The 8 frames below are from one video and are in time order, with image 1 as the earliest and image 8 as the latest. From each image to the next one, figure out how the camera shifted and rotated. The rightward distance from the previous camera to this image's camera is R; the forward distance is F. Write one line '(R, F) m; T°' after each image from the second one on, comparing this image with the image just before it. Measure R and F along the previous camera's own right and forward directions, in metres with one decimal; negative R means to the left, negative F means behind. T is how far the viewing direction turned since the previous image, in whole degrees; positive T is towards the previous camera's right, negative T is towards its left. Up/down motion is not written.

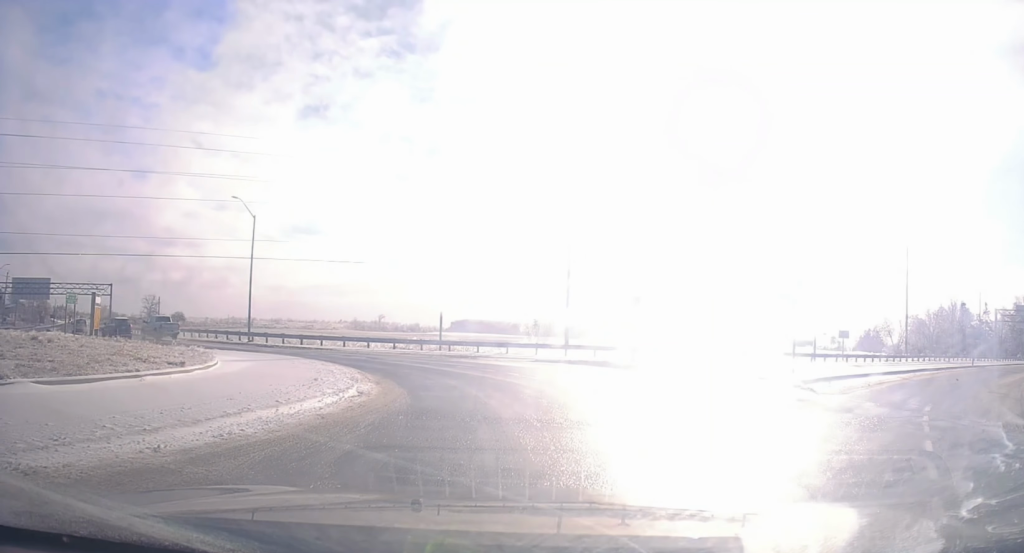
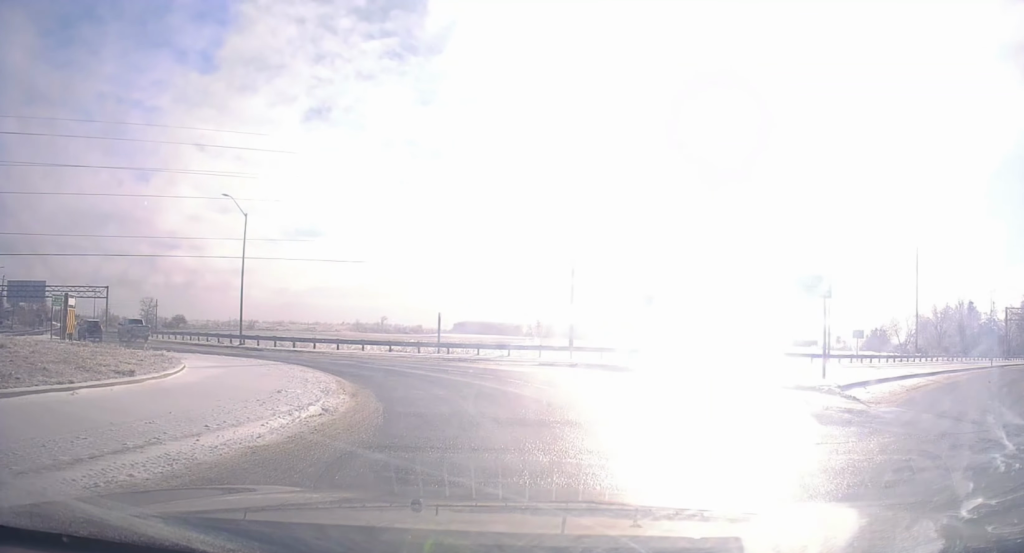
(0.0, +1.8) m; 0°
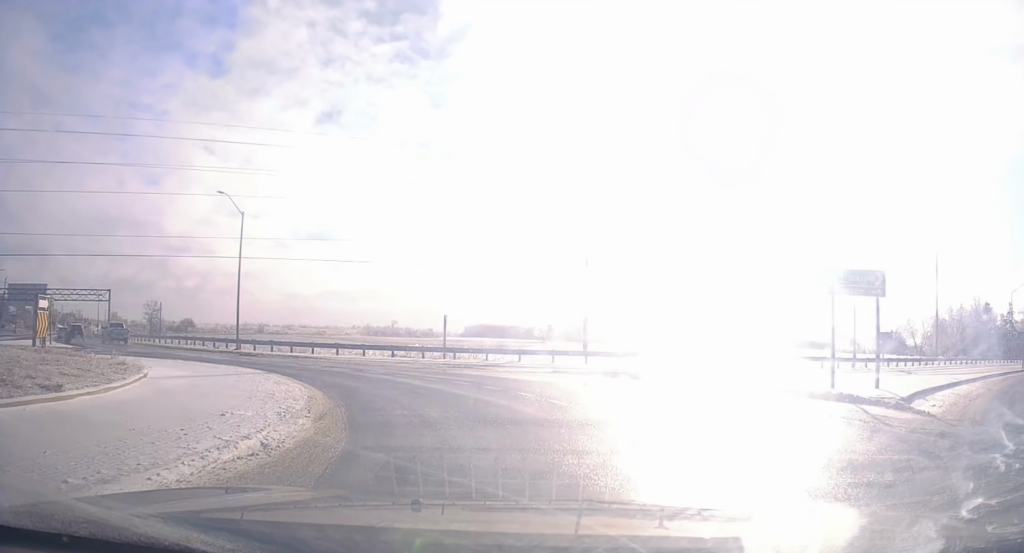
(0.0, +2.0) m; 0°
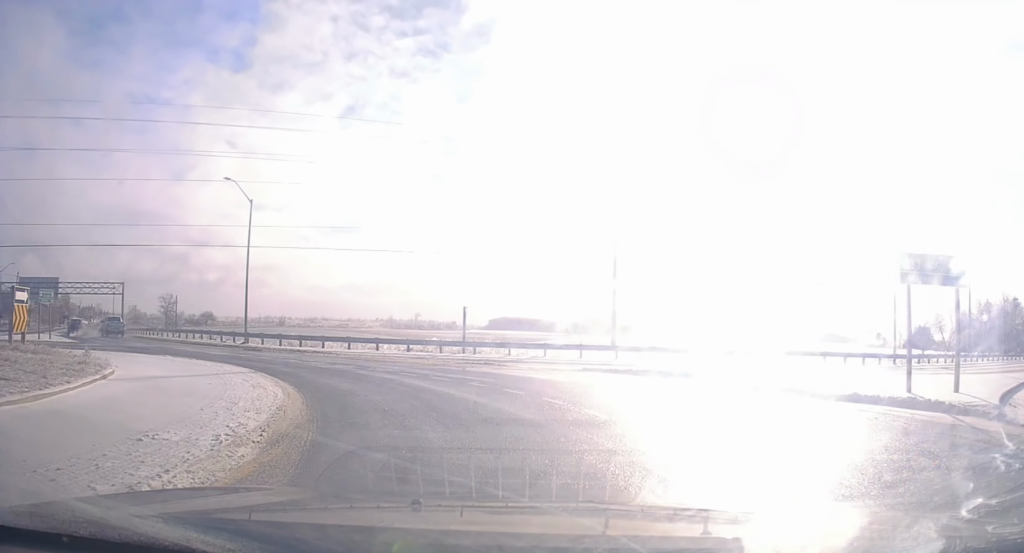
(0.0, +2.3) m; 0°
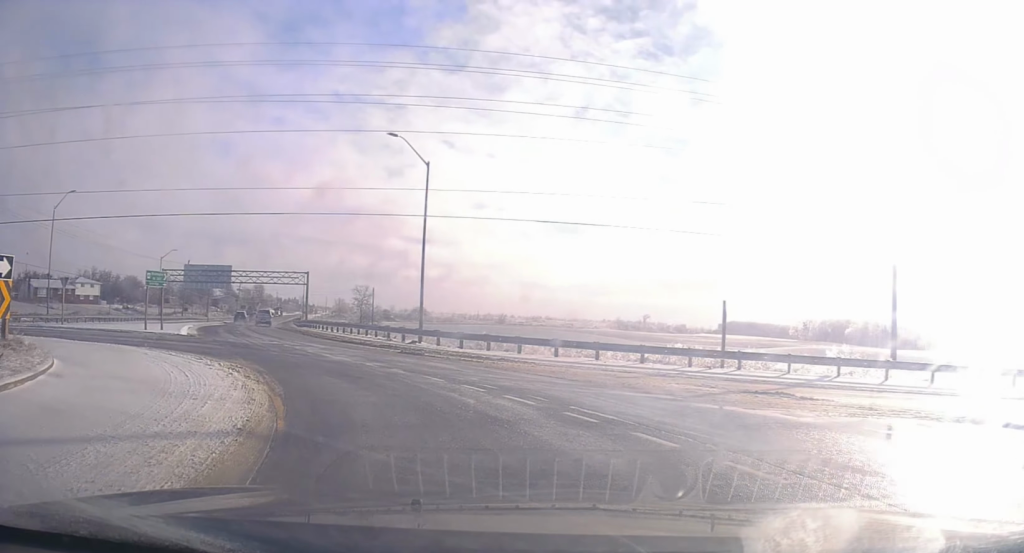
(-0.3, +10.1) m; -8°
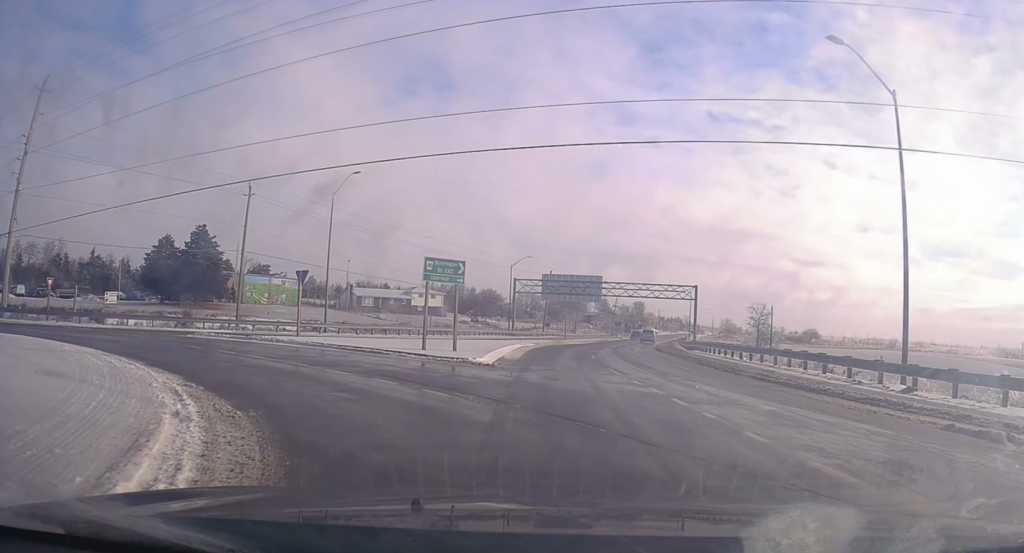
(-4.5, +13.8) m; -33°
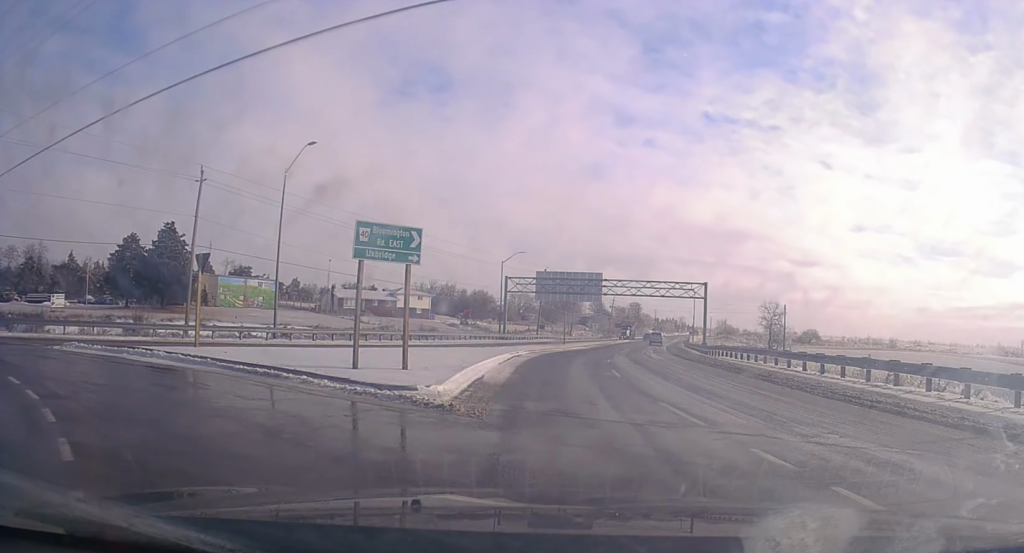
(-0.6, +8.9) m; -3°
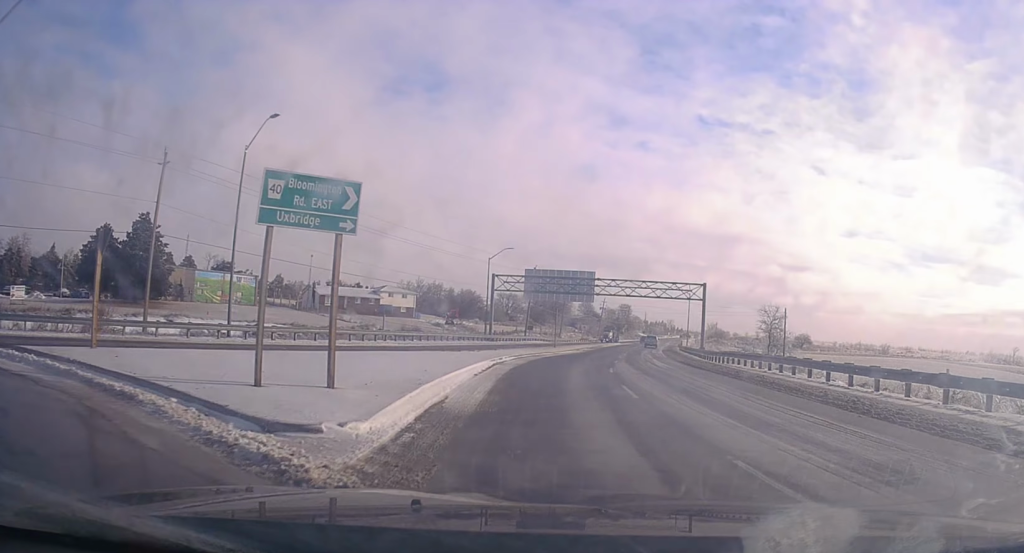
(+0.1, +4.9) m; +1°
